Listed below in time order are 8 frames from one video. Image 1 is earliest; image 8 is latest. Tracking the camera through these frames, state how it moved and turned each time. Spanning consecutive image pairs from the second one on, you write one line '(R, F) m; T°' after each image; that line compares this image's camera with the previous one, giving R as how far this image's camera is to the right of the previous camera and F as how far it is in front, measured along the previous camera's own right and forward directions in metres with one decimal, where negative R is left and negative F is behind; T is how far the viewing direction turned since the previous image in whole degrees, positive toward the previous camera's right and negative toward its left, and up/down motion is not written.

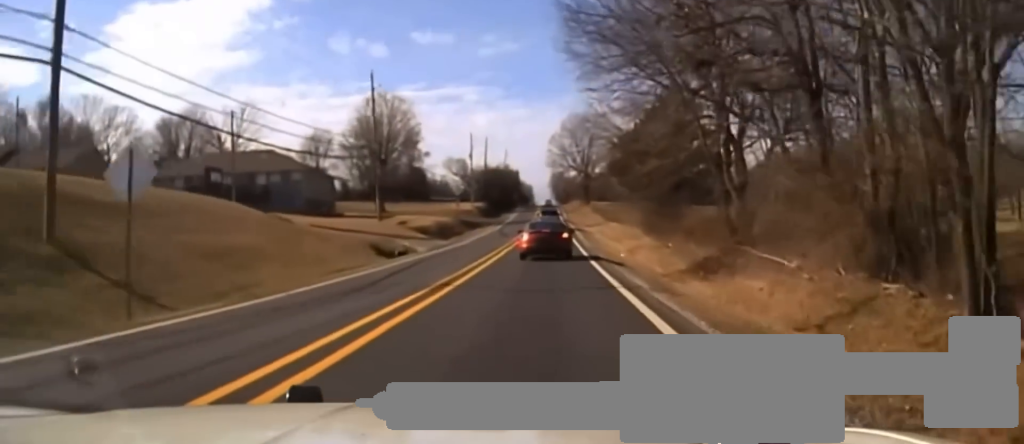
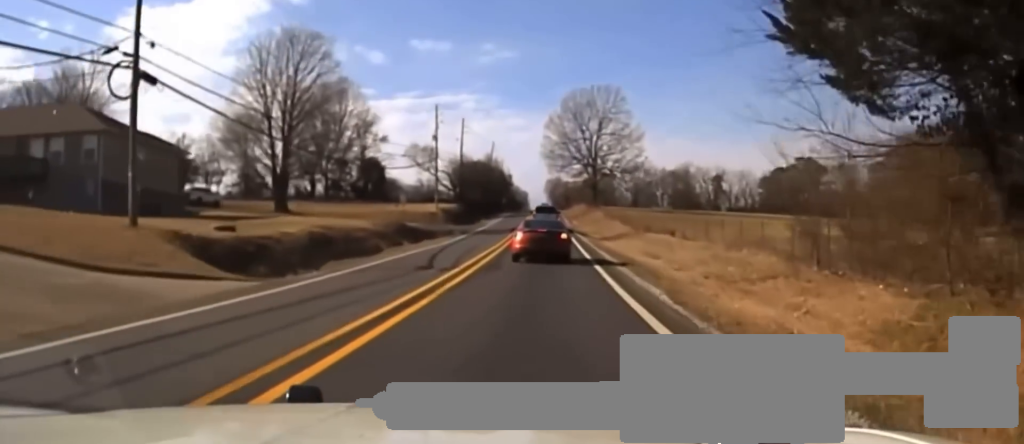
(+0.5, +41.0) m; 0°
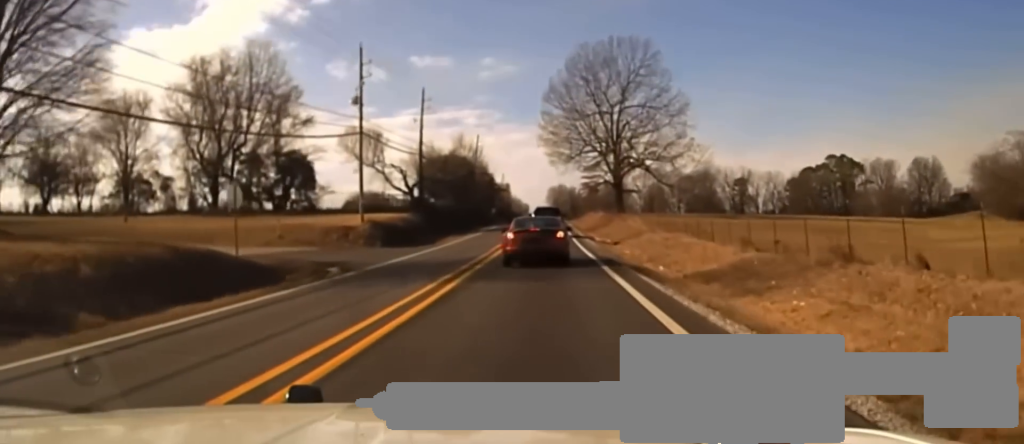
(-0.7, +41.1) m; -1°
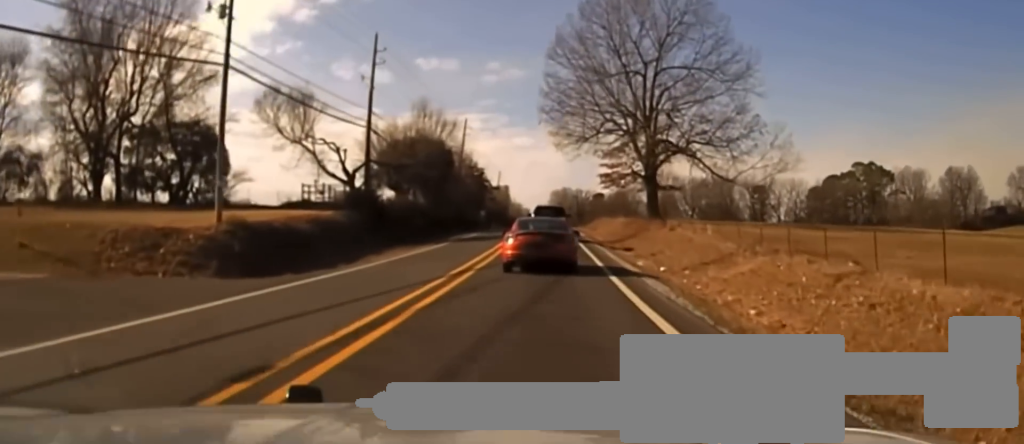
(0.0, +26.8) m; +1°
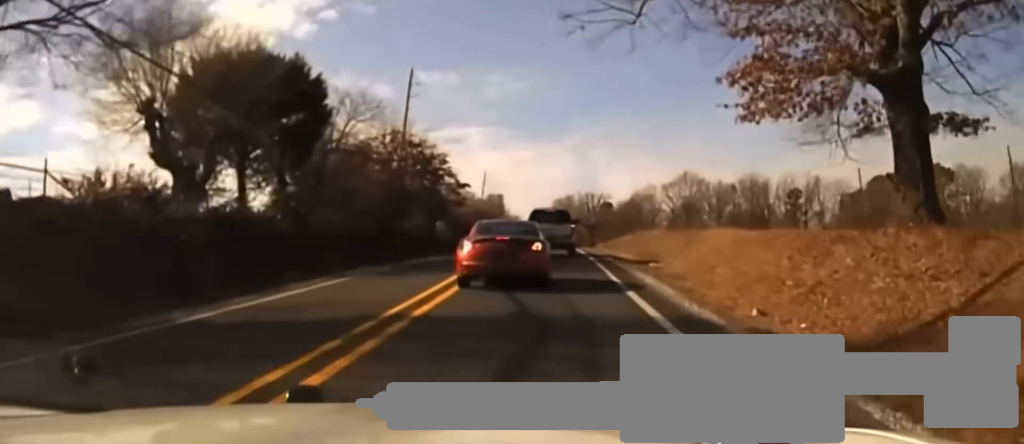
(+0.4, +45.5) m; -1°
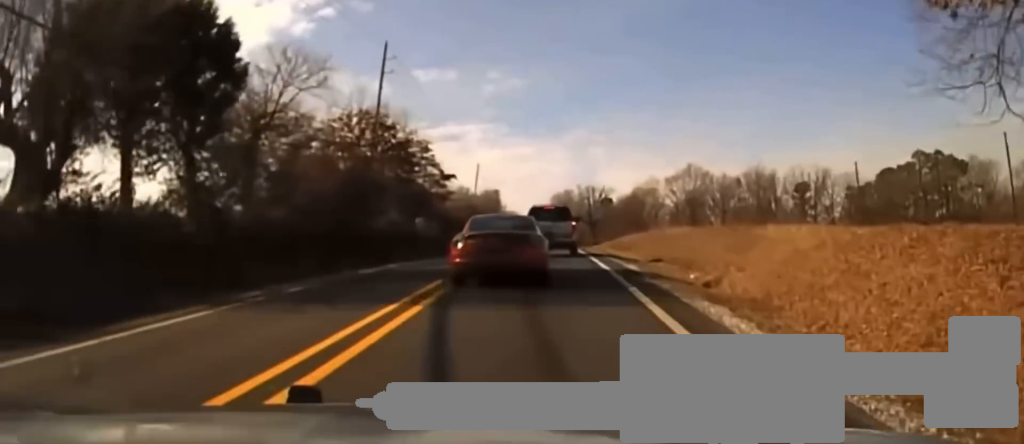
(-0.1, +10.1) m; 0°
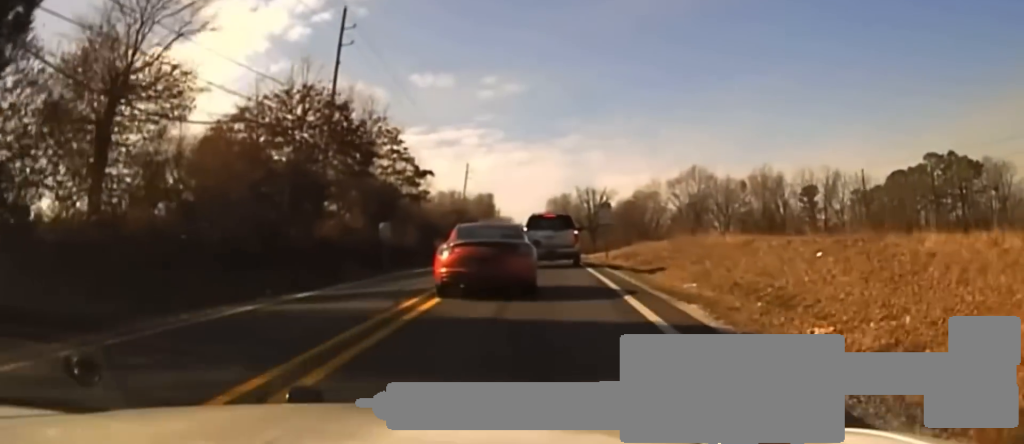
(0.0, +11.7) m; 0°
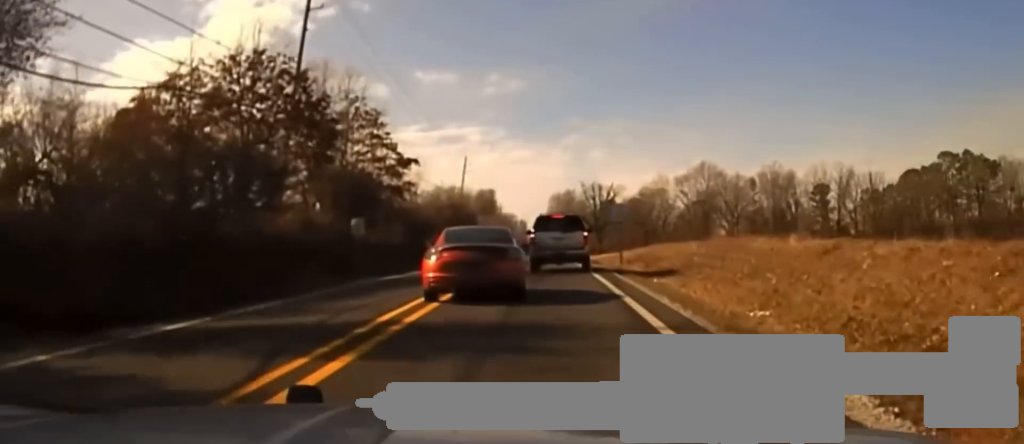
(0.0, +8.1) m; 0°
